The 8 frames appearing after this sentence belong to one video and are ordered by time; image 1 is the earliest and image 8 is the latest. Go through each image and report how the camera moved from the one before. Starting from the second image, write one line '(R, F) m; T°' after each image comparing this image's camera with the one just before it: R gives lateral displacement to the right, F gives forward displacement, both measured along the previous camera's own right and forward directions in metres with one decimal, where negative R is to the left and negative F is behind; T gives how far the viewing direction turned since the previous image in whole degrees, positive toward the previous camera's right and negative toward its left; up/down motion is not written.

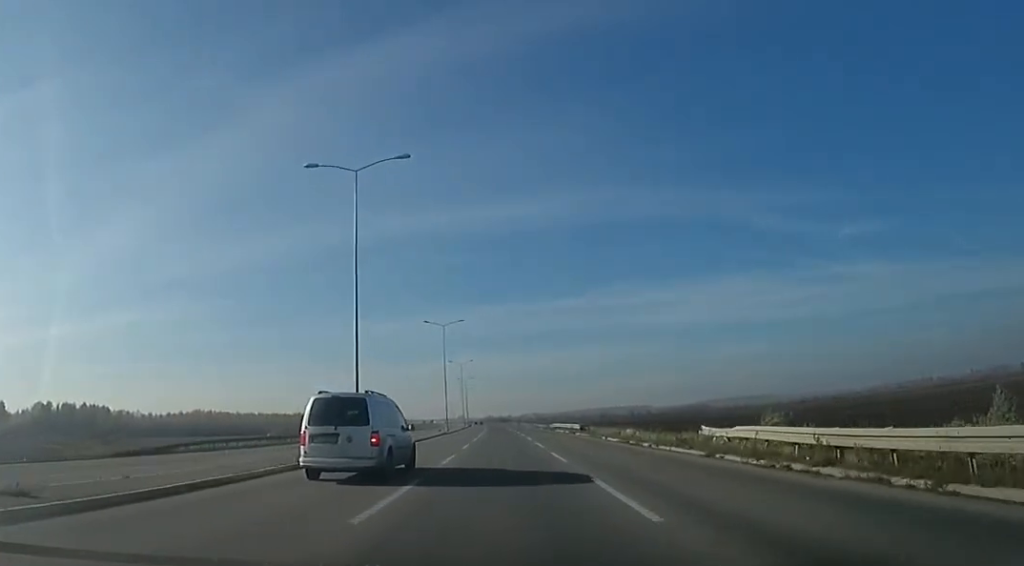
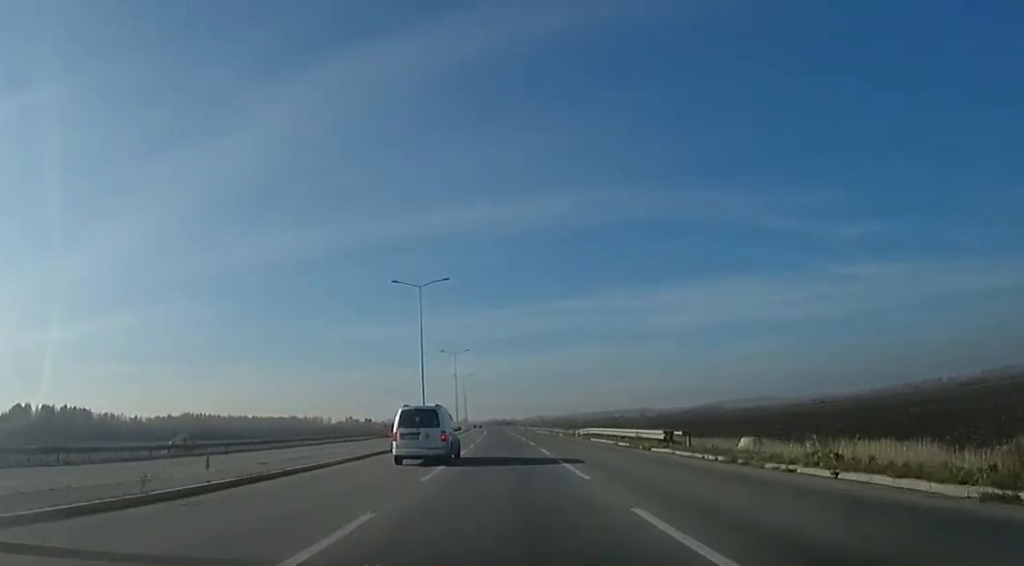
(-0.3, +24.1) m; 0°
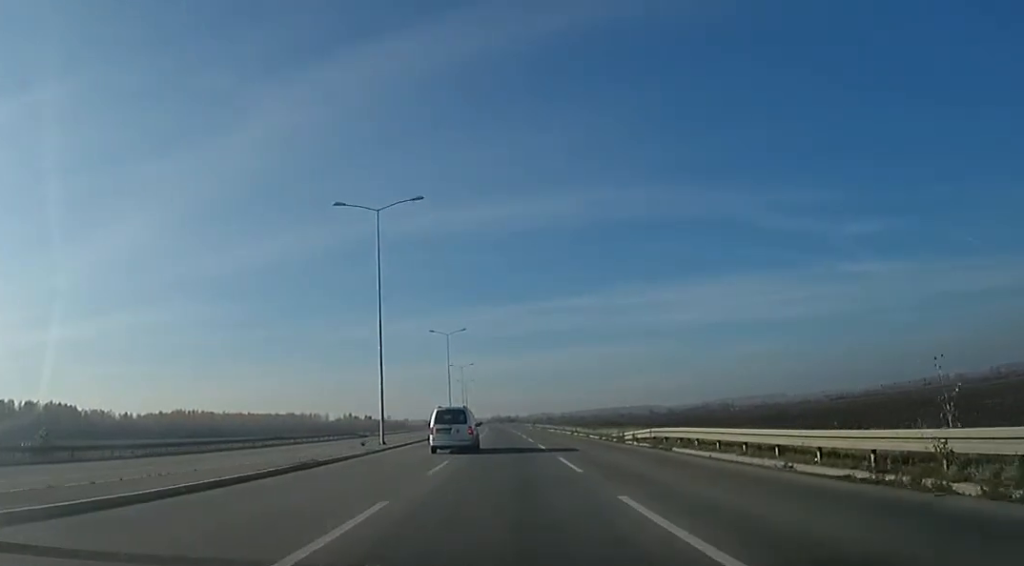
(+0.1, +19.0) m; 0°
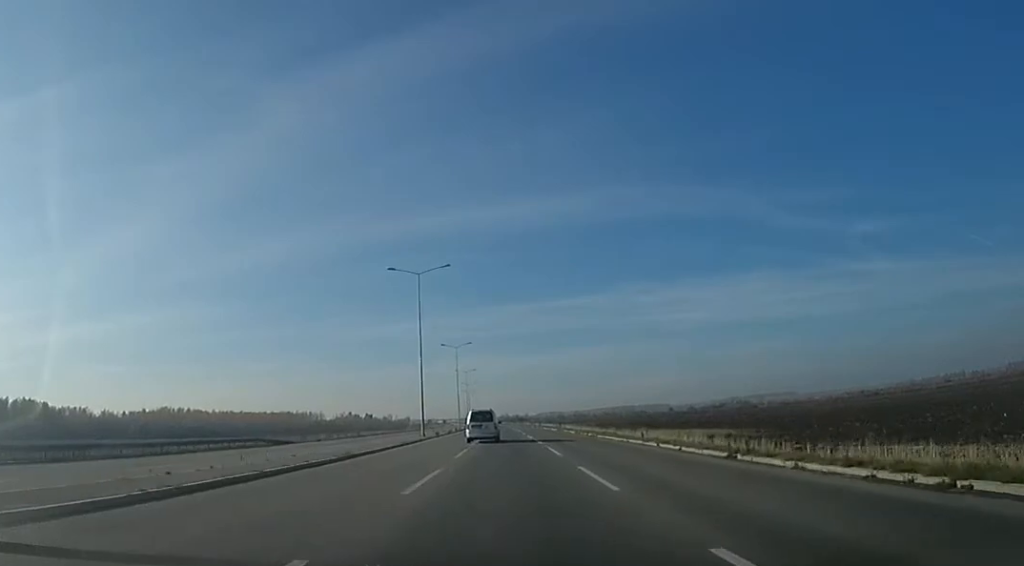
(-0.3, +34.4) m; -1°
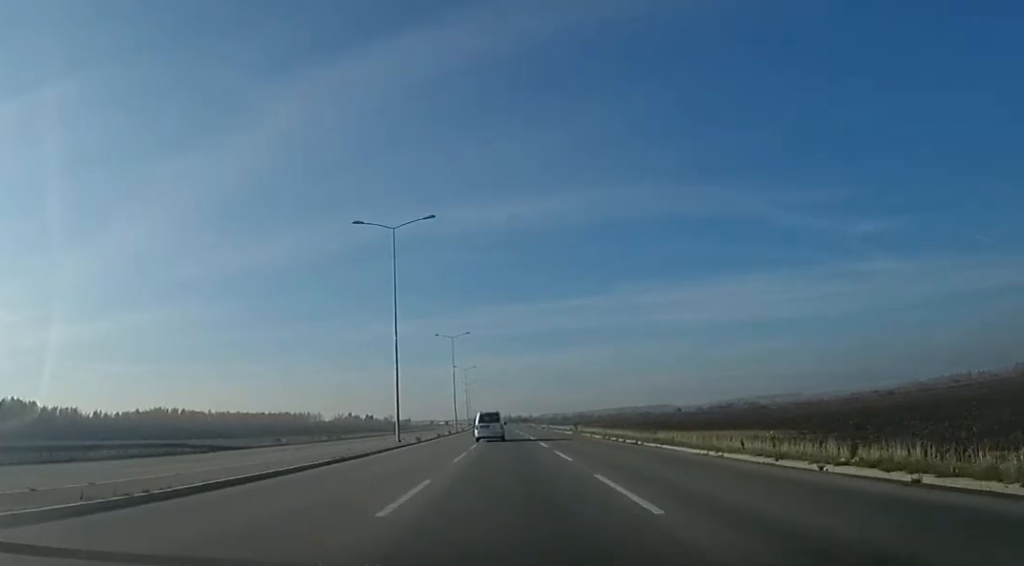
(+0.1, +12.5) m; 0°
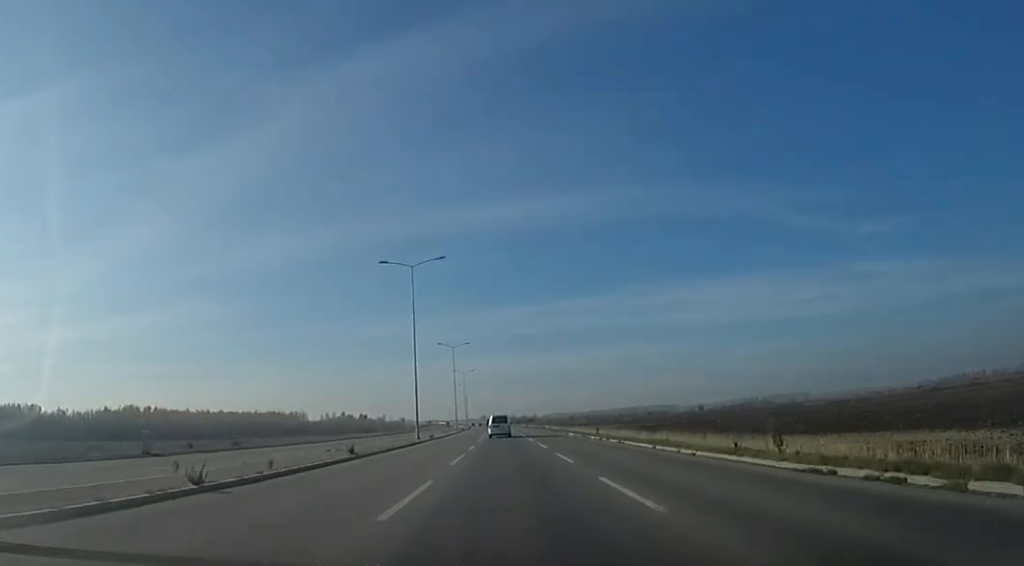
(-0.2, +40.6) m; -3°
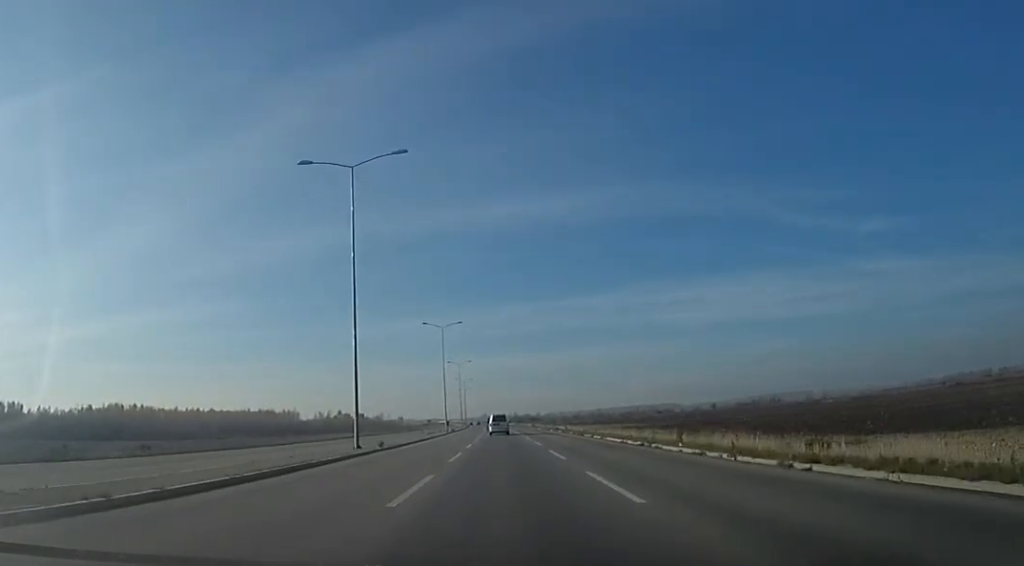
(-0.6, +19.0) m; -2°
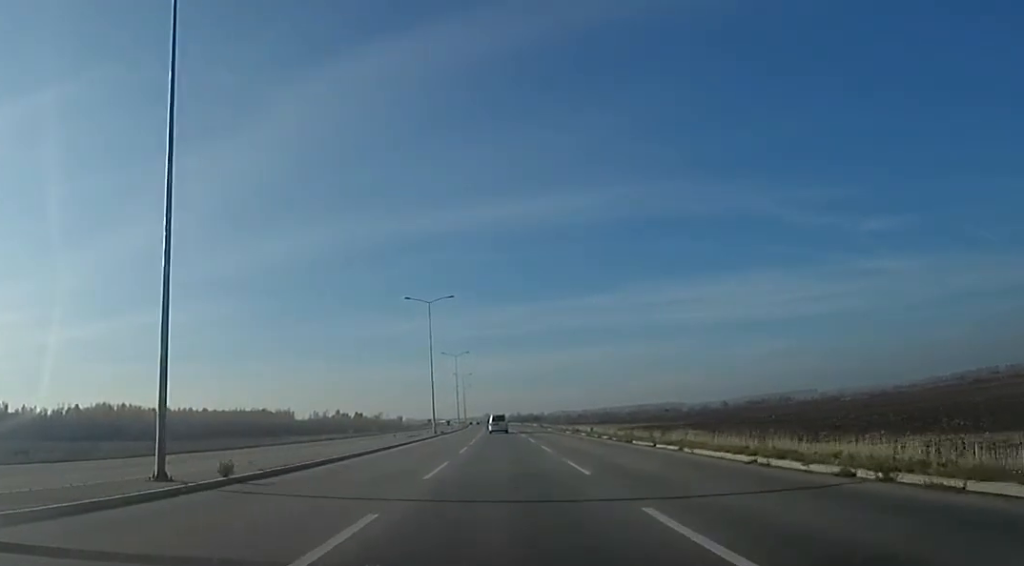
(-0.1, +15.8) m; +2°
